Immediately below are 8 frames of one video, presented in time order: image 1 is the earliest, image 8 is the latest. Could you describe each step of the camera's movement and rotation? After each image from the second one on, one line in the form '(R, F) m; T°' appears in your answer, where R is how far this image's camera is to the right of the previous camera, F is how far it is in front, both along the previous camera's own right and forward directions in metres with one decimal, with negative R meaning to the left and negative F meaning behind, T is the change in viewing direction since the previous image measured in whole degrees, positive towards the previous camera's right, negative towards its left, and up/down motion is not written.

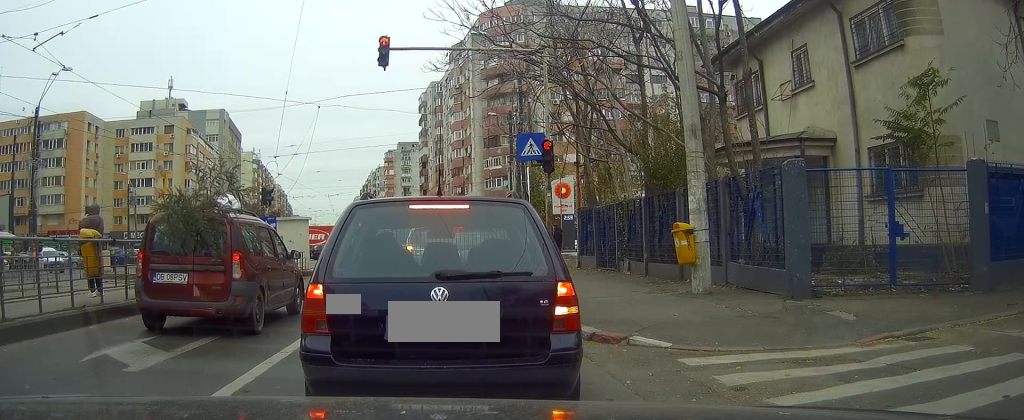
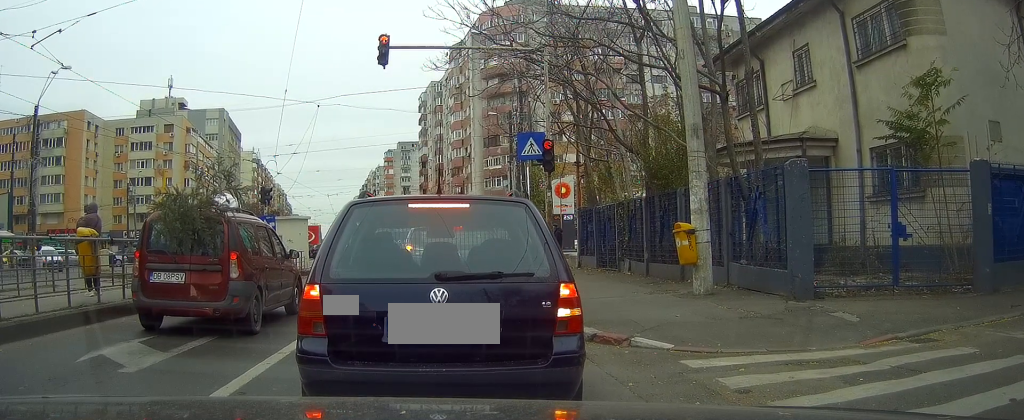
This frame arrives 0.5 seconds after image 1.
(+0.1, +0.5) m; 0°
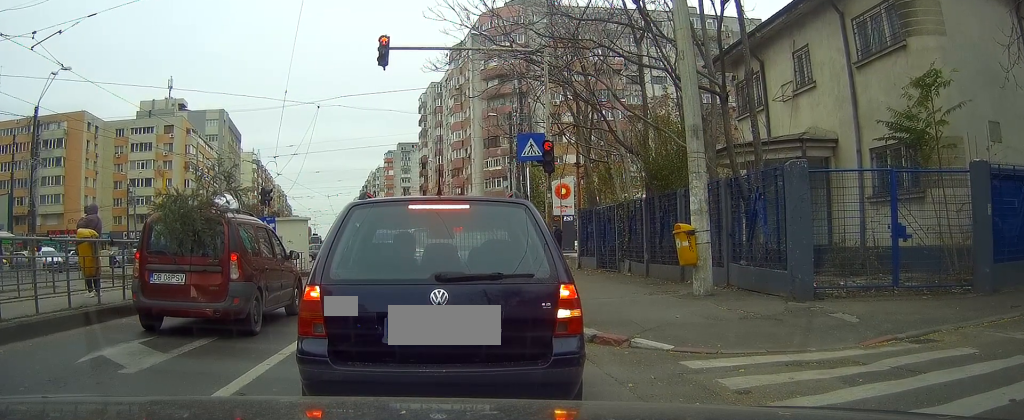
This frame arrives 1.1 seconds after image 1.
(-0.1, +0.3) m; 0°
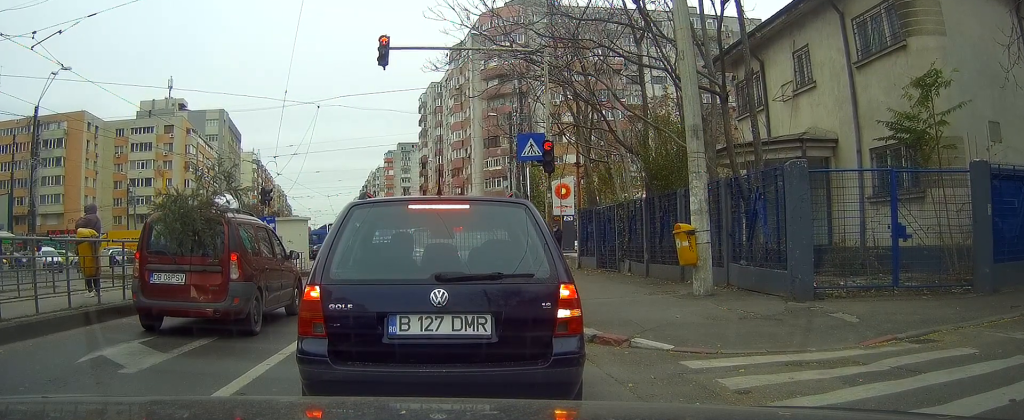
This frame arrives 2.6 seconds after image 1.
(-0.1, +0.3) m; 0°
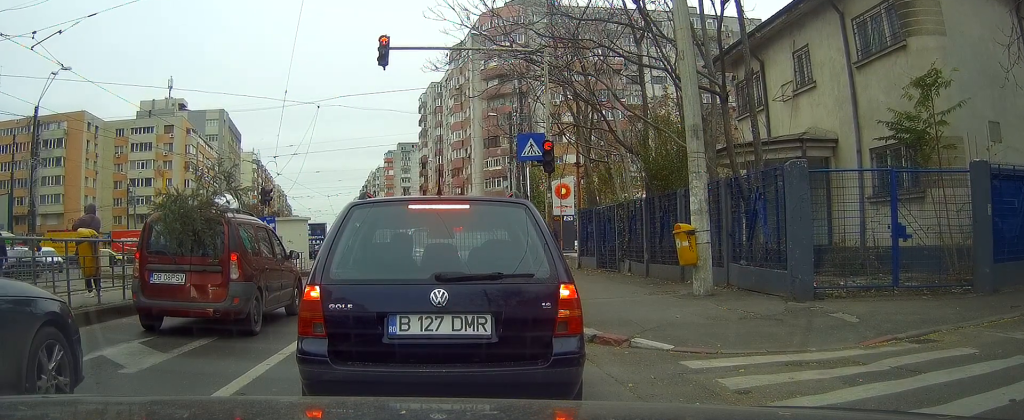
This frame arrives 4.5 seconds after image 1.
(0.0, 0.0) m; 0°
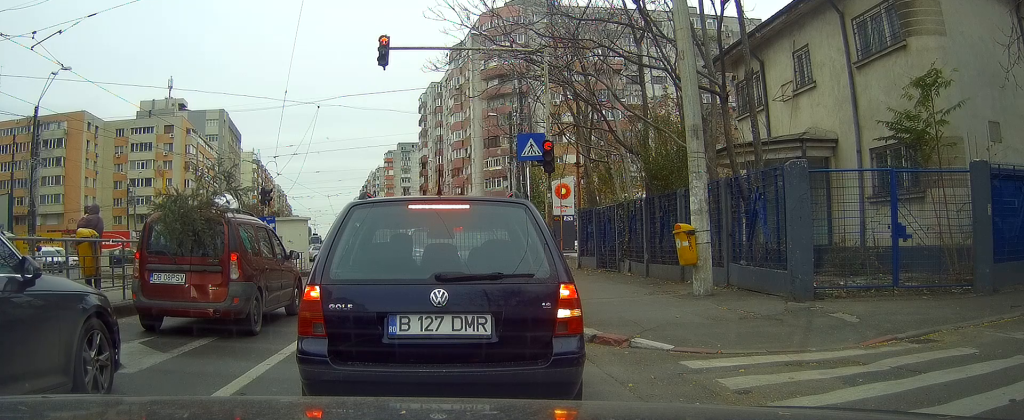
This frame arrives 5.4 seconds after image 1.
(0.0, 0.0) m; 0°
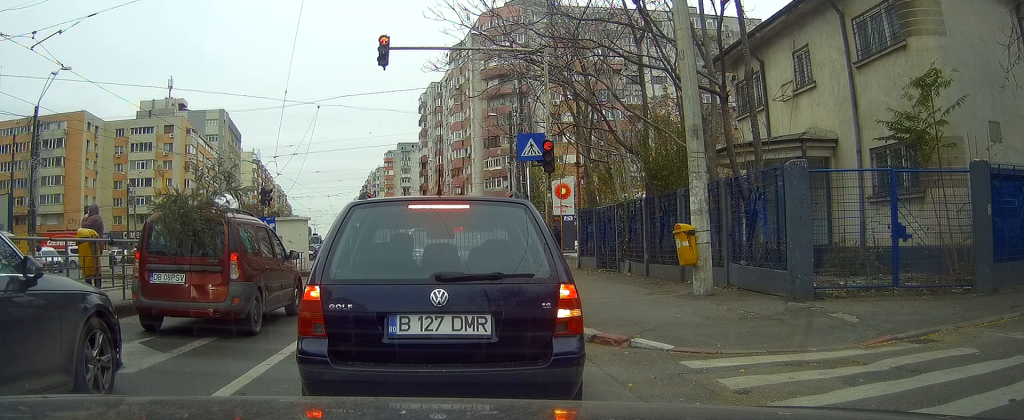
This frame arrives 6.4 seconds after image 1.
(0.0, 0.0) m; 0°
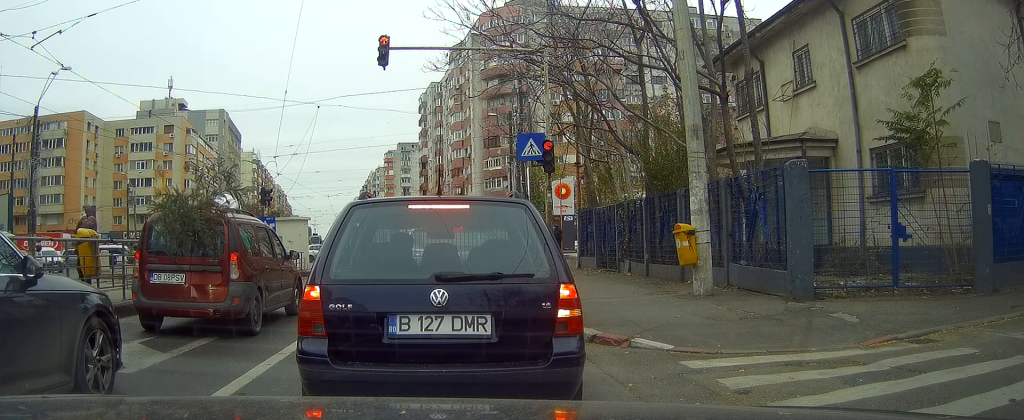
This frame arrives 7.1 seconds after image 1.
(0.0, 0.0) m; 0°
